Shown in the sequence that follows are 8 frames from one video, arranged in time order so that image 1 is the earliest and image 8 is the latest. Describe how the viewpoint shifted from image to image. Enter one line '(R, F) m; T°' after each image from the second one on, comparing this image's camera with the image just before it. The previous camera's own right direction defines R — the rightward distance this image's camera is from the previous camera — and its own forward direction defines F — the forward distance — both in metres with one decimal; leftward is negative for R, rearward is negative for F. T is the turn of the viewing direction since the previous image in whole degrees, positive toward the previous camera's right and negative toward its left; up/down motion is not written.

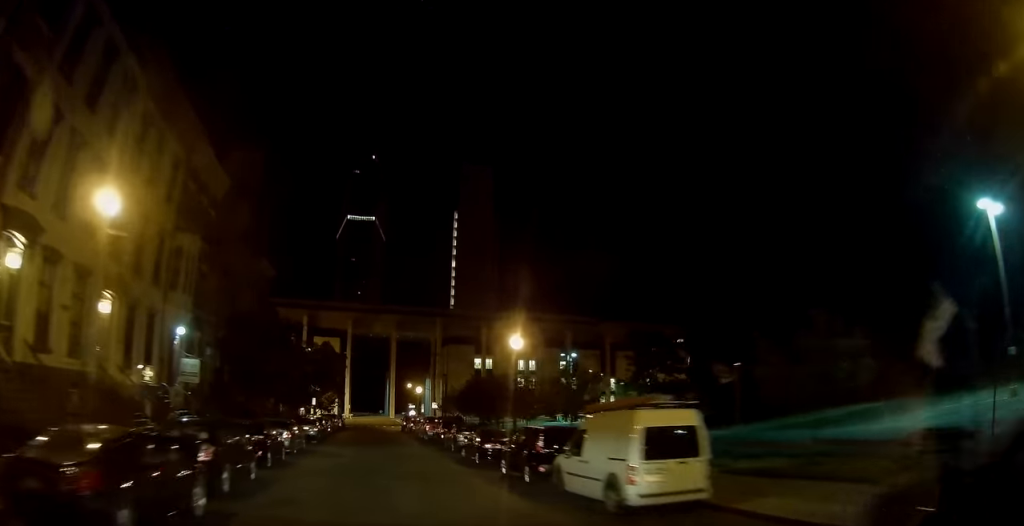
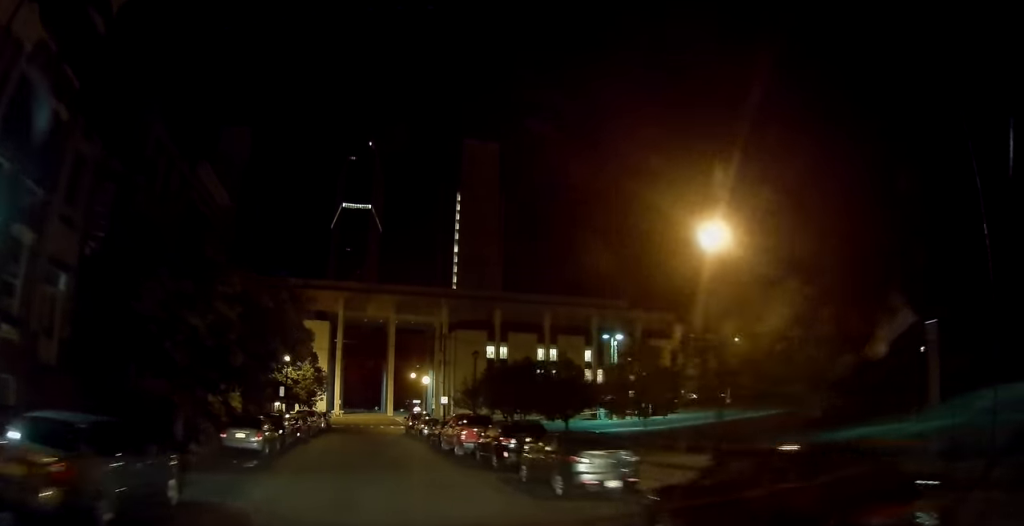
(+0.2, +16.8) m; 0°
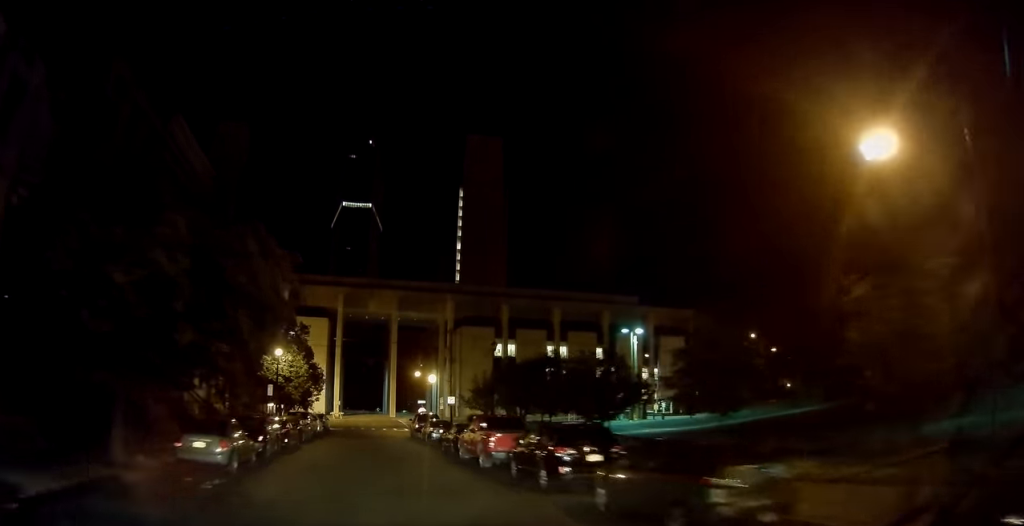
(0.0, +4.8) m; 0°
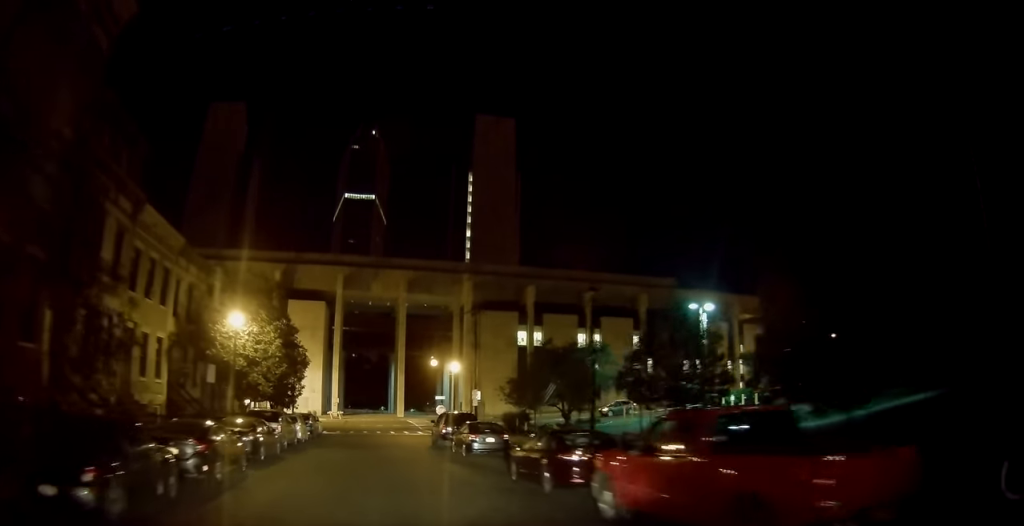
(-0.2, +13.0) m; -1°
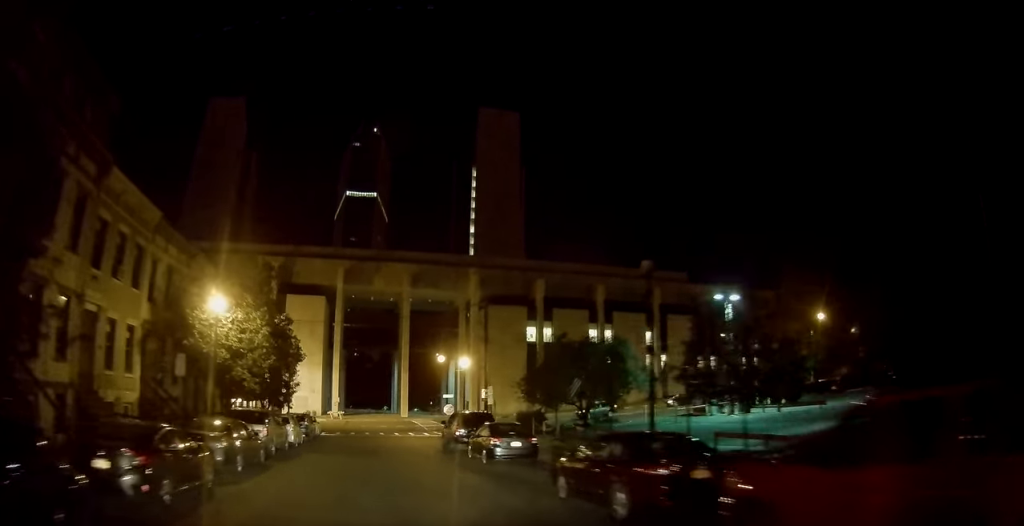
(0.0, +3.6) m; 0°
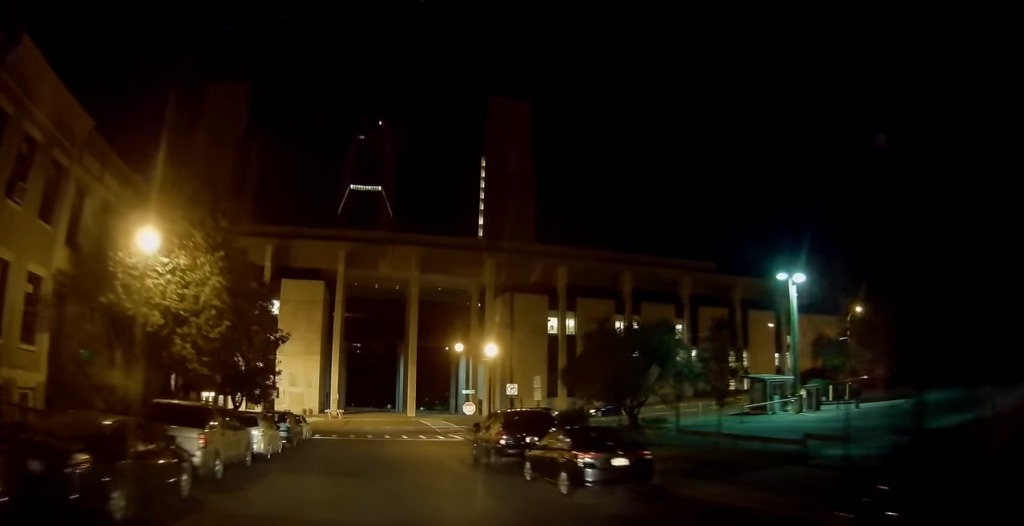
(+0.1, +7.4) m; +2°
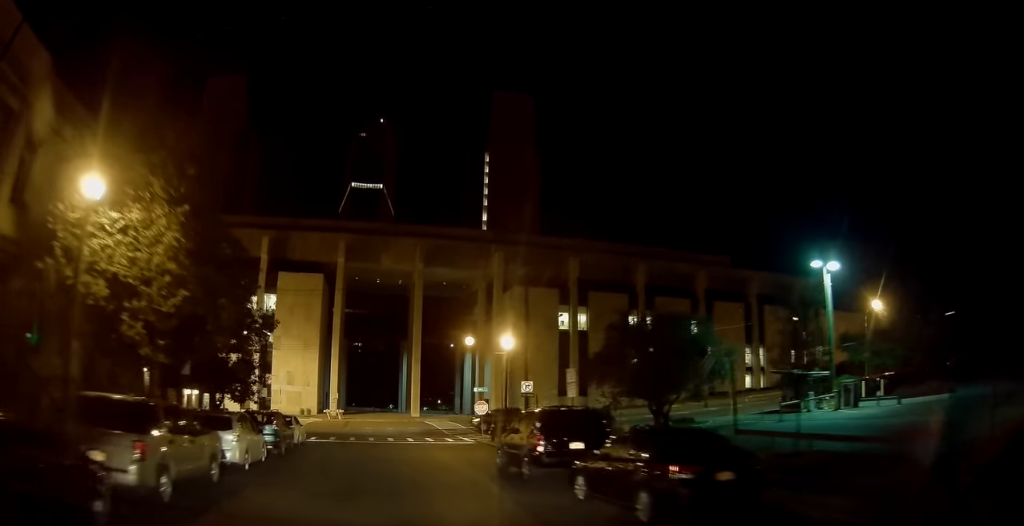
(+0.1, +3.1) m; -1°
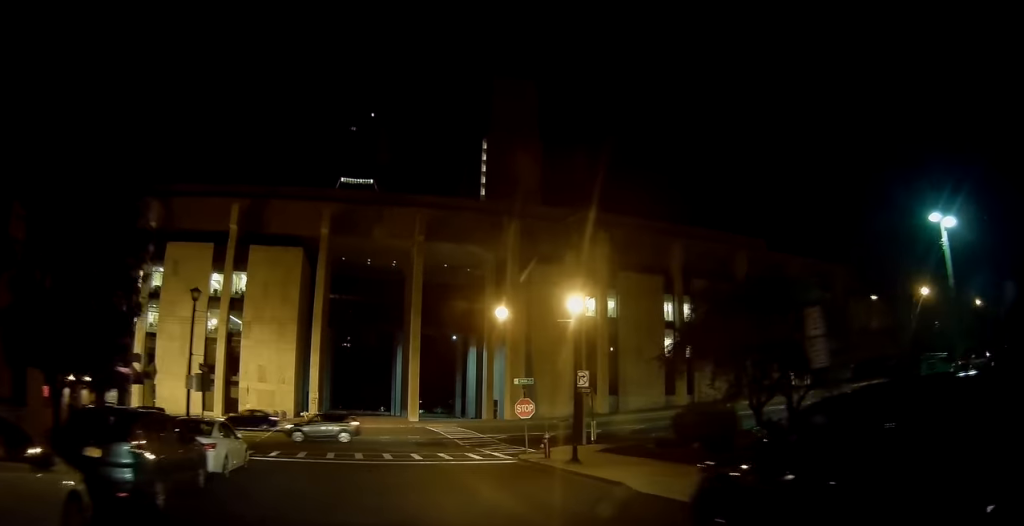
(-0.3, +10.4) m; +1°
